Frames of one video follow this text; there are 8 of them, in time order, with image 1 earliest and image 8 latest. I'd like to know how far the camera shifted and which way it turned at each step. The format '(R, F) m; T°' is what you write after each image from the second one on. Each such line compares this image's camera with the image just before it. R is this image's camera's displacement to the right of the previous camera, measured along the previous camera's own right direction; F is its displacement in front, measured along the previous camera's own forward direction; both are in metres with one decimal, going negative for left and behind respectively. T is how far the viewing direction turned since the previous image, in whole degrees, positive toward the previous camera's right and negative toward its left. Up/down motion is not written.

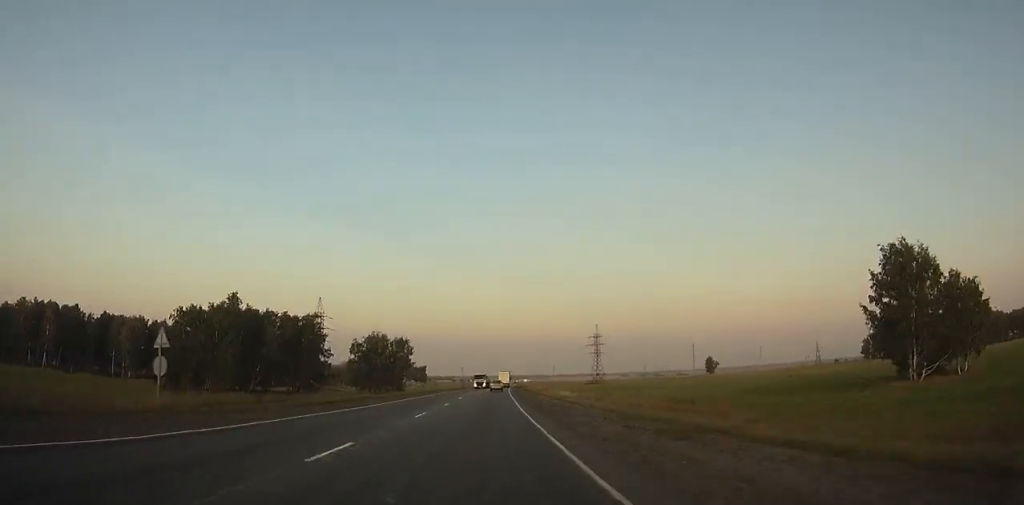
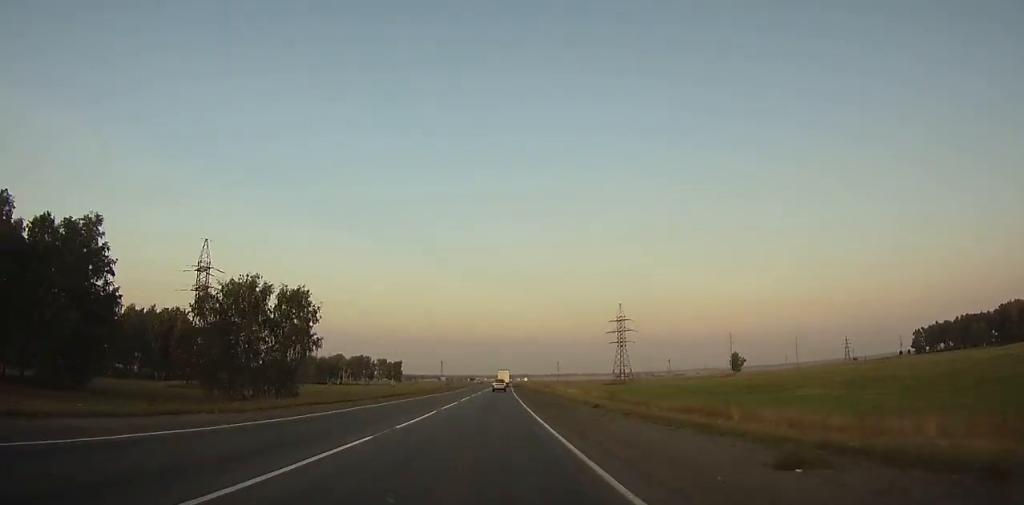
(+0.9, +76.9) m; +2°
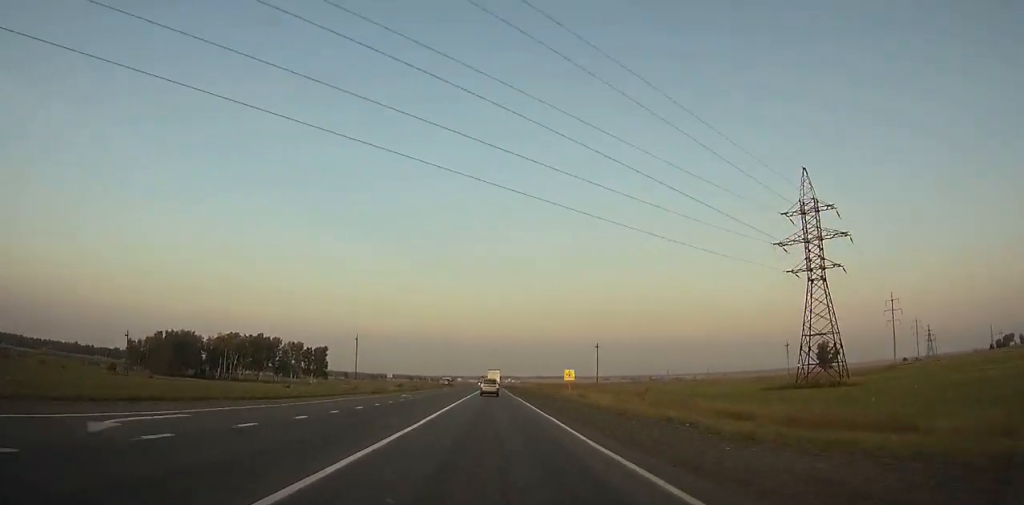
(+3.4, +142.9) m; +2°
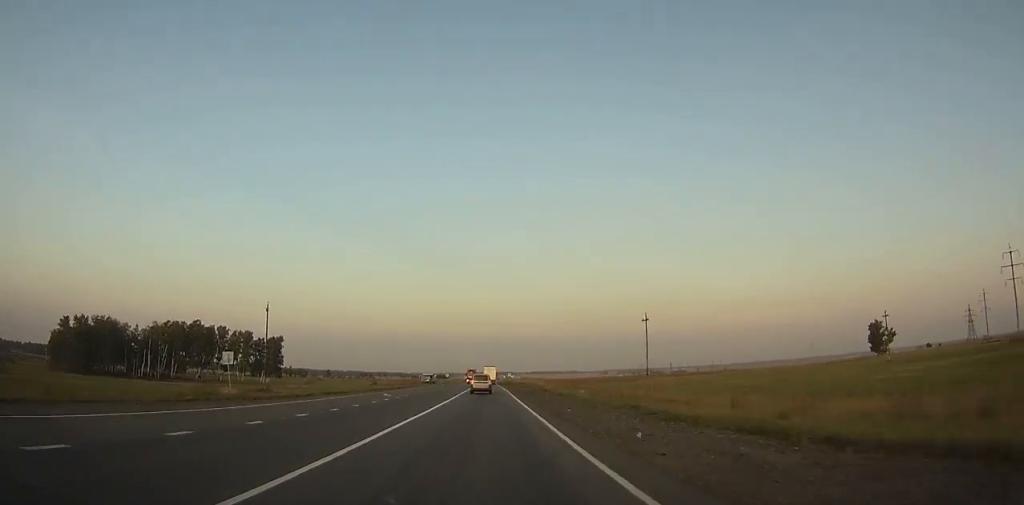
(+0.2, +50.1) m; 0°
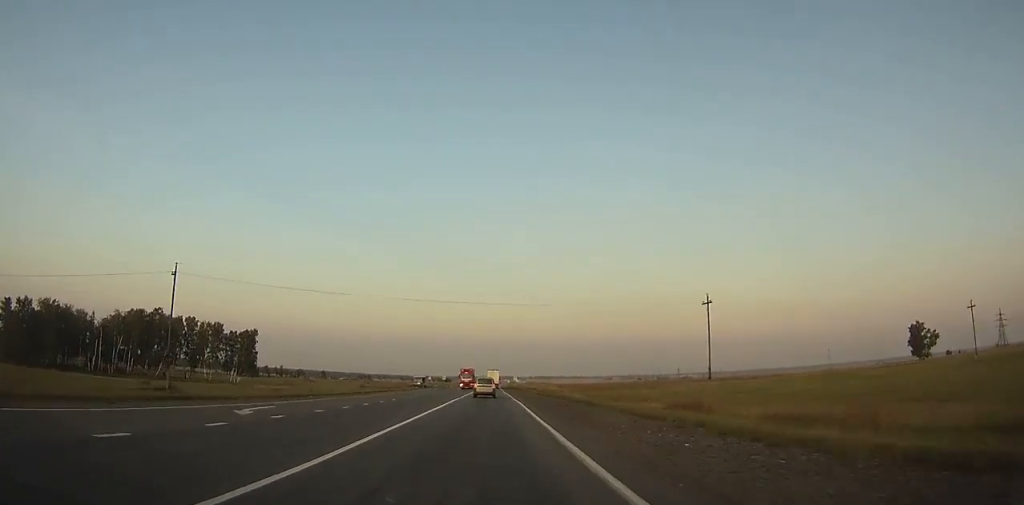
(+0.2, +26.0) m; 0°
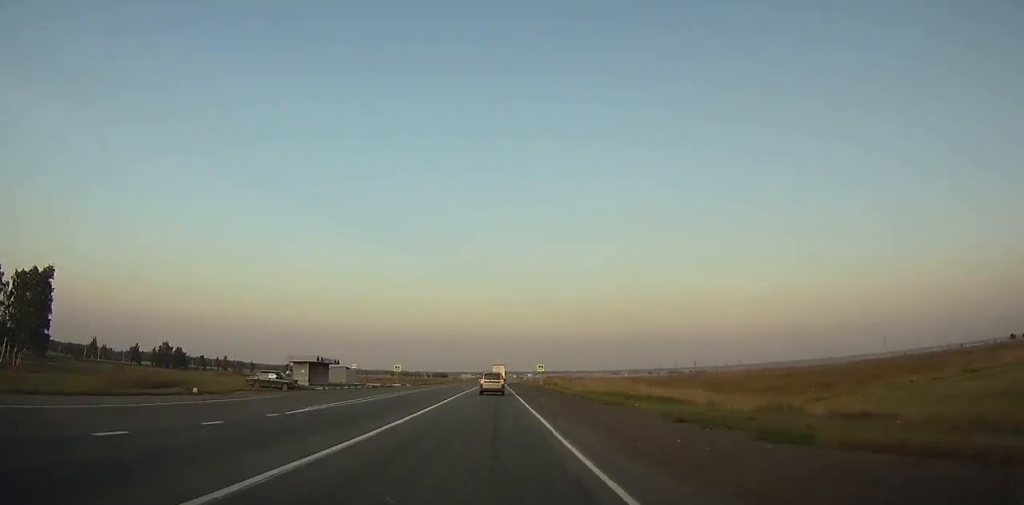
(-0.8, +92.3) m; -1°
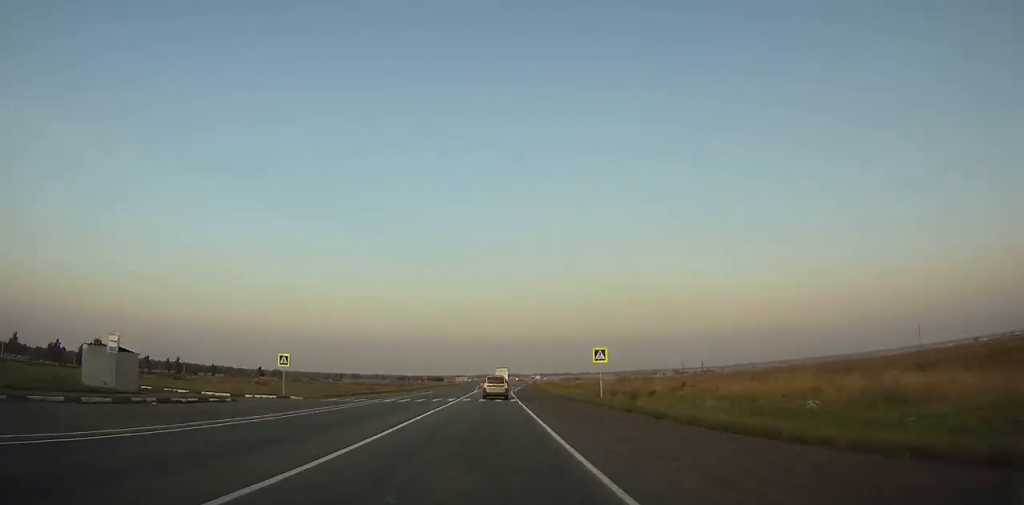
(-0.1, +49.0) m; 0°
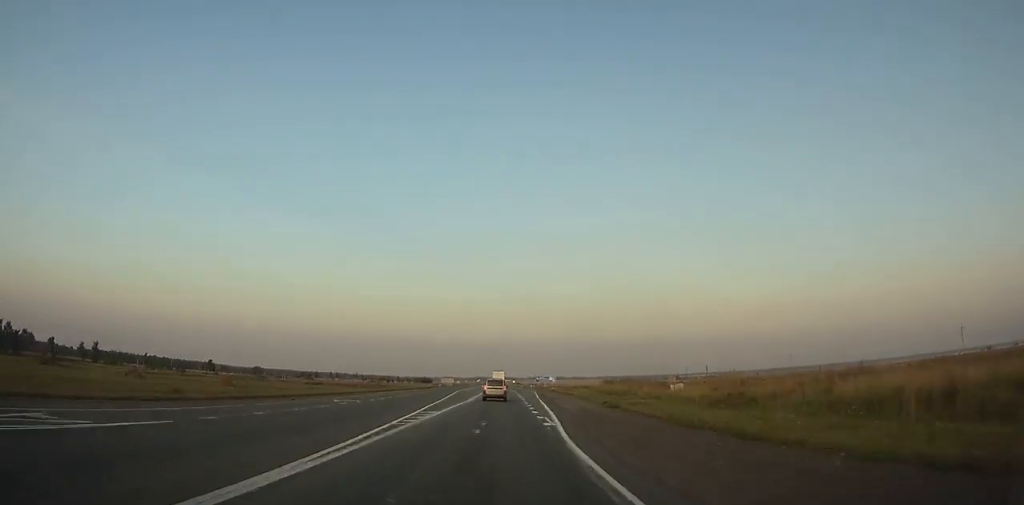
(0.0, +58.3) m; 0°
